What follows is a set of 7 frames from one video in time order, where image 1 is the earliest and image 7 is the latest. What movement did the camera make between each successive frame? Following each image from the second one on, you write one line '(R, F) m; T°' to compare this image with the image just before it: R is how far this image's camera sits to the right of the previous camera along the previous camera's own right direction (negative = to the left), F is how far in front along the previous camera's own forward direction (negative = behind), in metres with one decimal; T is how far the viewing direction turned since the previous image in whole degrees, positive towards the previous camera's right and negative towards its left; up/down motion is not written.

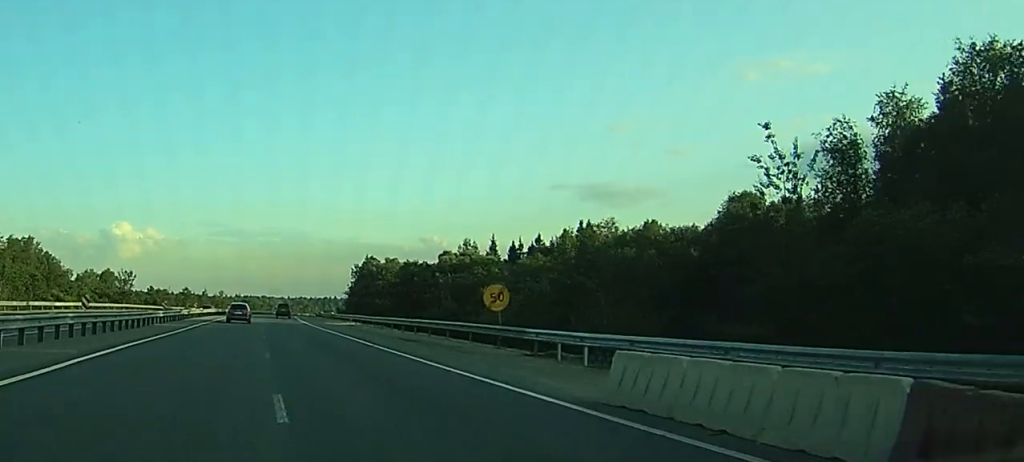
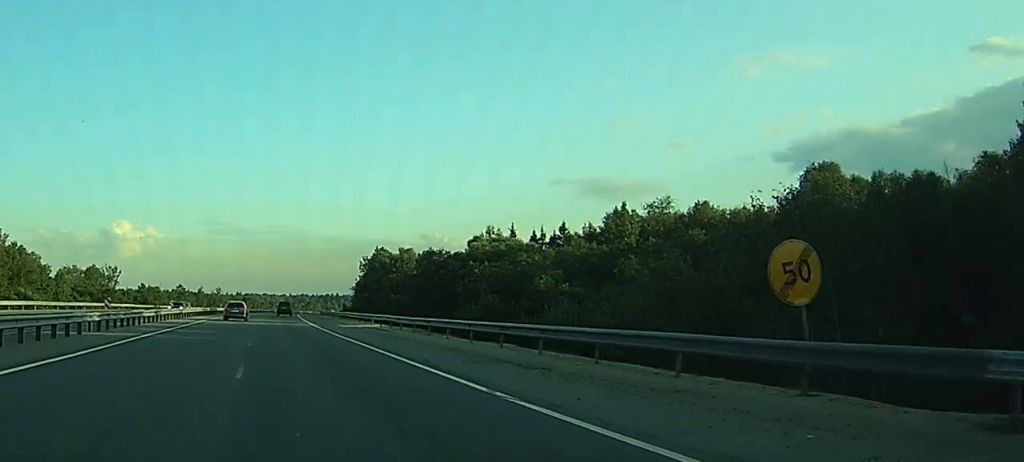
(+0.1, +18.3) m; 0°
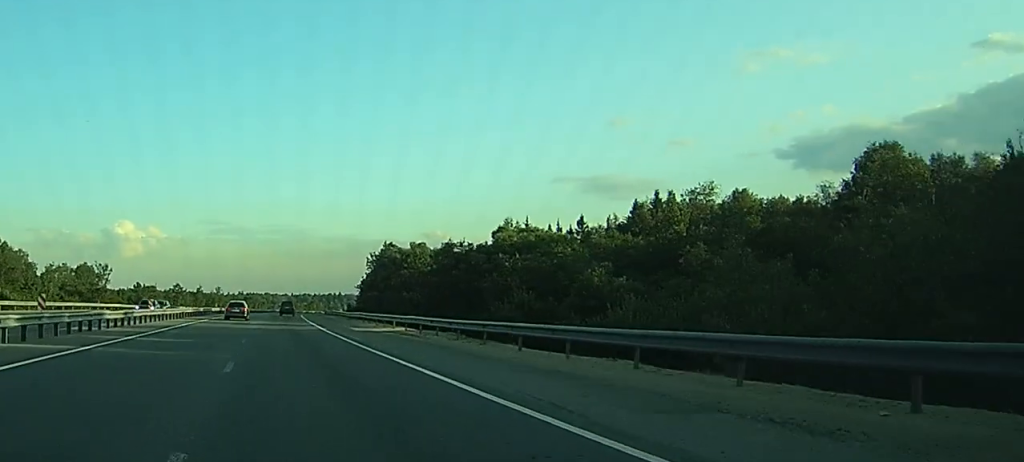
(0.0, +10.8) m; 0°
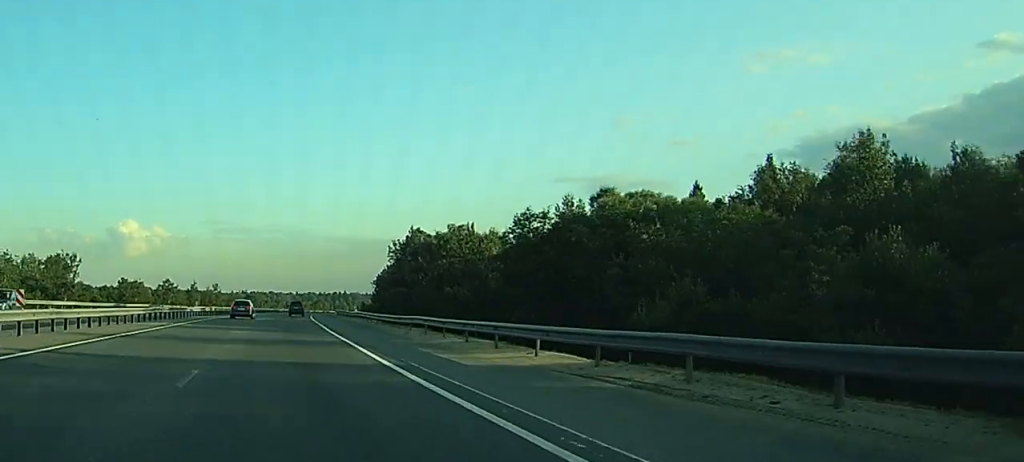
(-0.1, +27.6) m; -1°
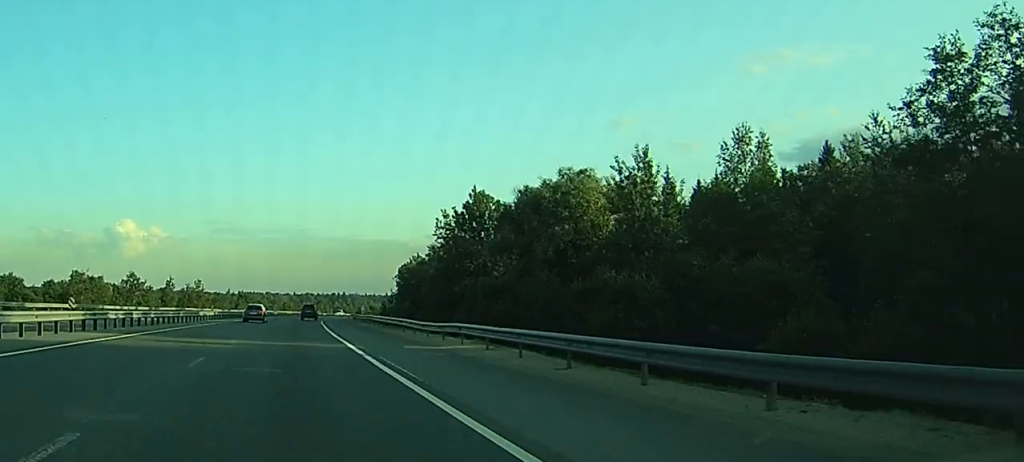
(-0.2, +44.2) m; 0°
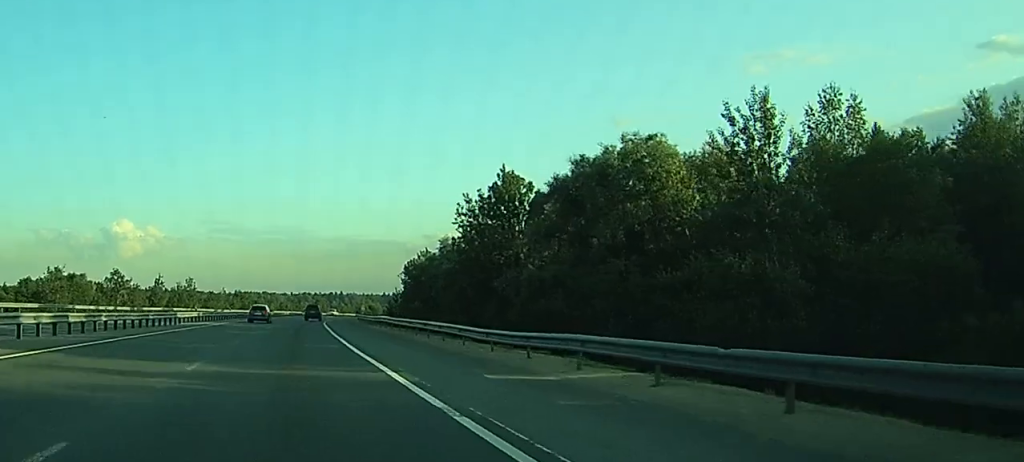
(0.0, +12.4) m; 0°
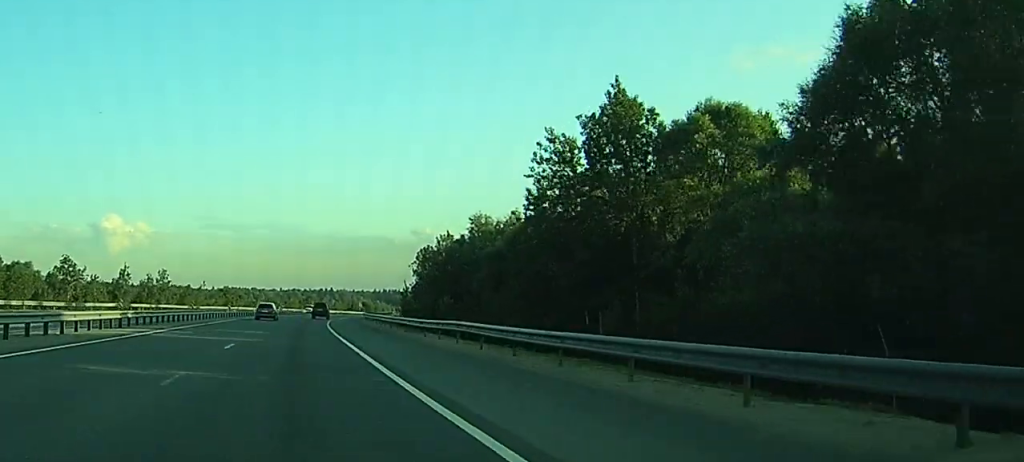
(+0.1, +27.3) m; 0°
